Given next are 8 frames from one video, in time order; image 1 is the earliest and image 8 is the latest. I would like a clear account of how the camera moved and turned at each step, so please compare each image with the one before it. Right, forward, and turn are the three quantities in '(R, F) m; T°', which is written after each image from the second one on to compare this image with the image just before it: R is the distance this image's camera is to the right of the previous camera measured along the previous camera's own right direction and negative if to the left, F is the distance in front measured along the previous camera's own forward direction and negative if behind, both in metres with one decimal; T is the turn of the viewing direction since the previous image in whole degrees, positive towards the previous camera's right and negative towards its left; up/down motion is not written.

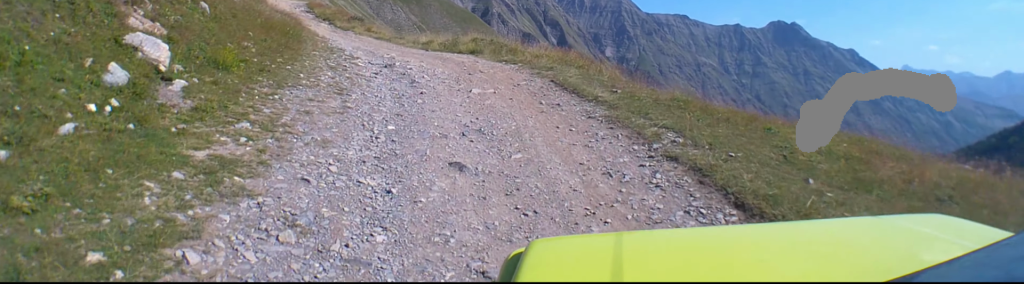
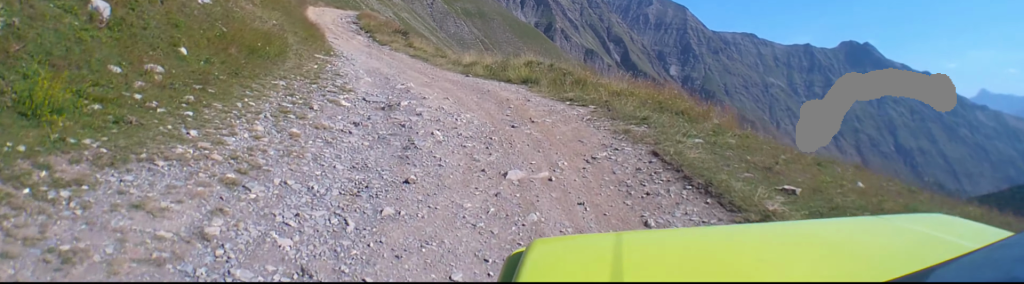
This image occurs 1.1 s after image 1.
(-0.7, +4.0) m; -19°
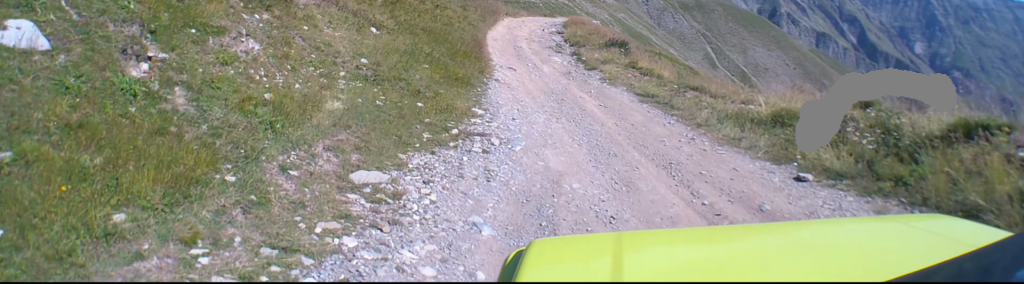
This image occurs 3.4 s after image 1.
(-1.4, +10.1) m; -8°
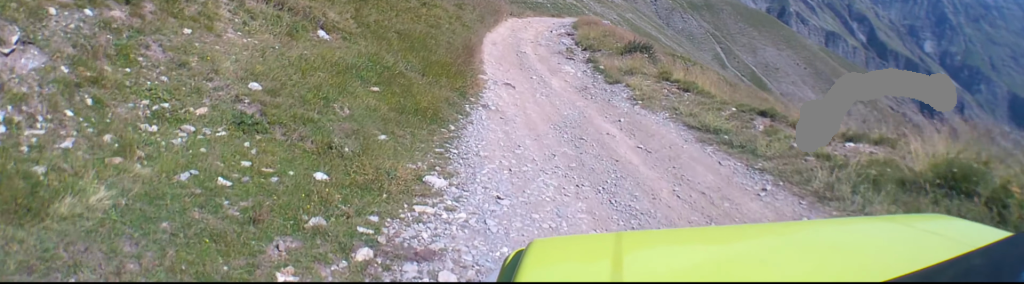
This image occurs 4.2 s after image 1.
(0.0, +4.0) m; -9°
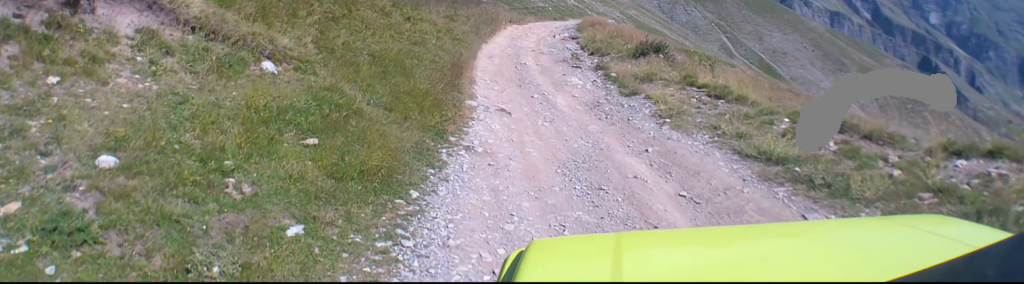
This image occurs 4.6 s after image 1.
(+0.1, +2.0) m; -5°
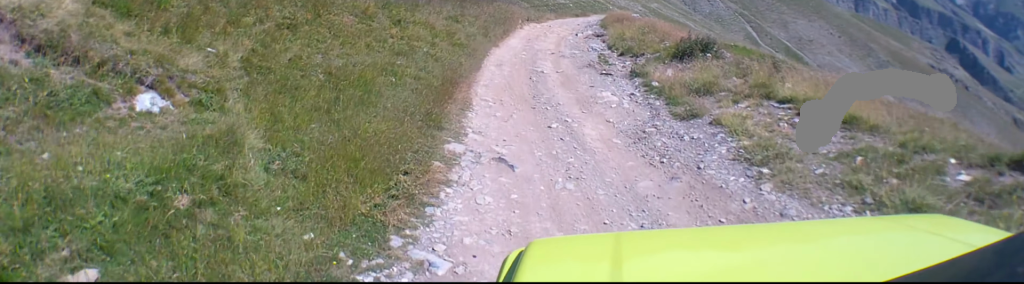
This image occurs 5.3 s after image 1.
(-0.7, +2.9) m; 0°
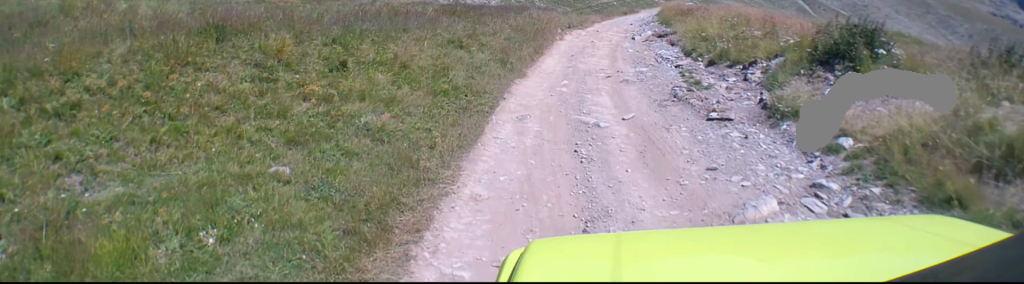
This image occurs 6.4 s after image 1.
(+0.7, +5.4) m; +11°
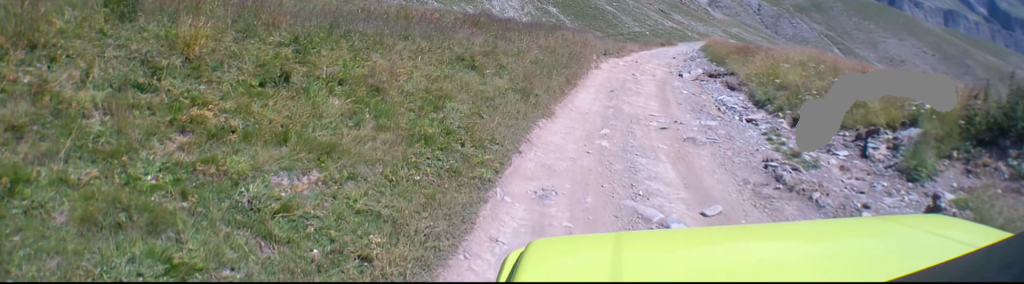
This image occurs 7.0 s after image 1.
(0.0, +2.6) m; -6°
